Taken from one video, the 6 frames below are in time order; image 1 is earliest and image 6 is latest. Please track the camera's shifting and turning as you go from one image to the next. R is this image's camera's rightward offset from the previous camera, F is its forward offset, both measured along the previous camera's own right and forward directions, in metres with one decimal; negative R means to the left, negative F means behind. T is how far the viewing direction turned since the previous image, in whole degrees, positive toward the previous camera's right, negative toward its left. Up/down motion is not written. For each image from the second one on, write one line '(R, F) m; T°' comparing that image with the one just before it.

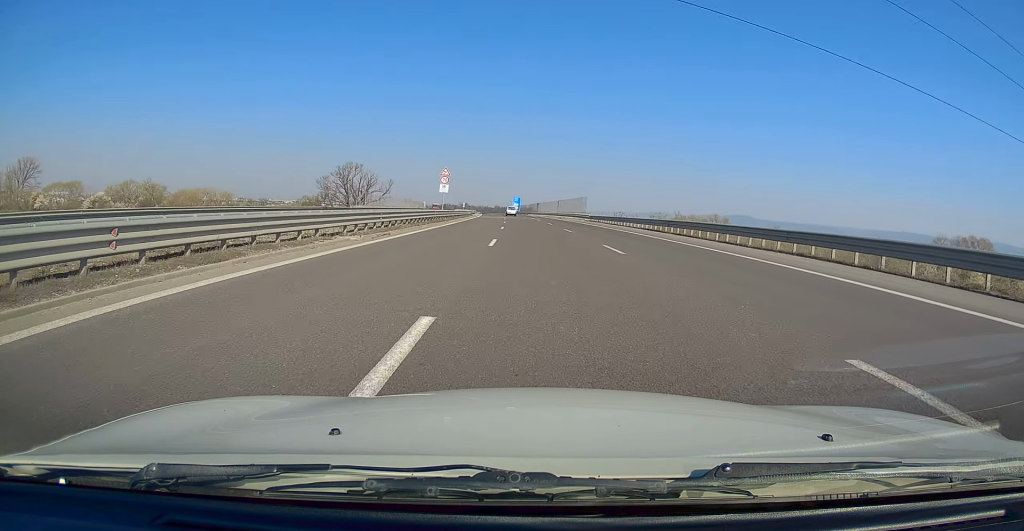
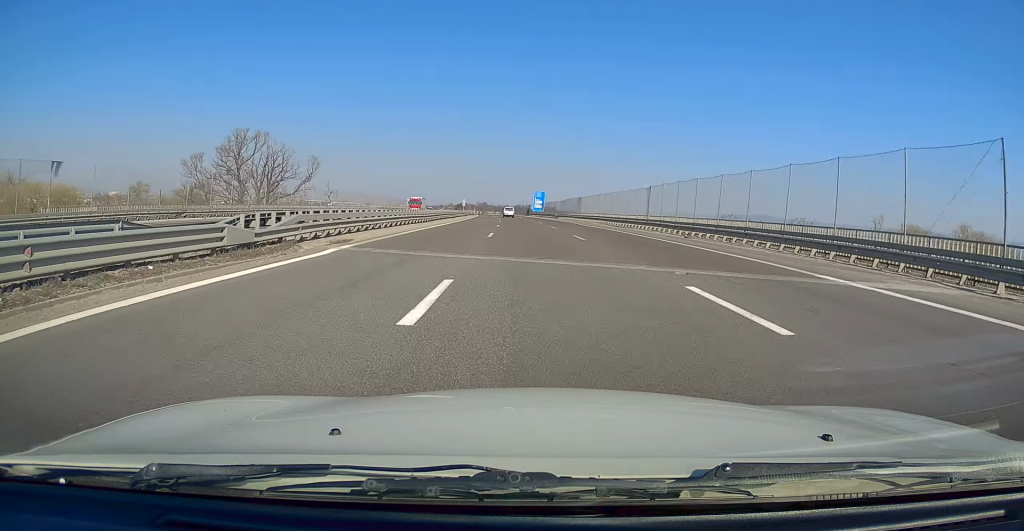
(-1.1, +73.9) m; -2°
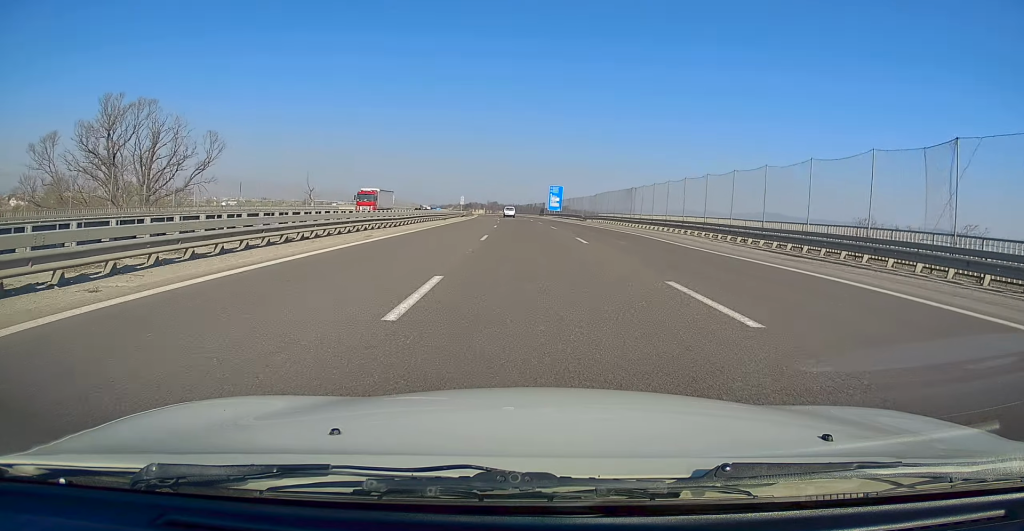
(-0.5, +34.2) m; -1°
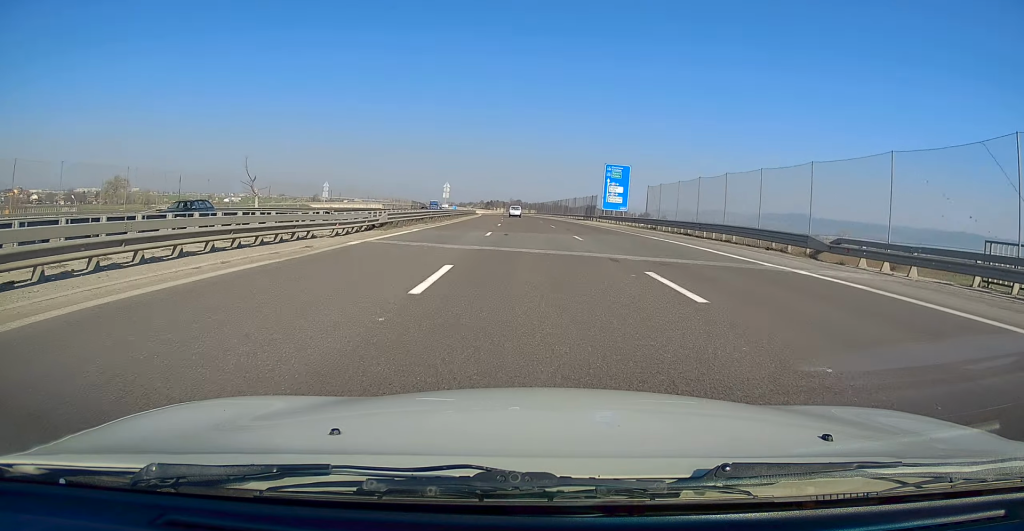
(-0.5, +62.0) m; -2°
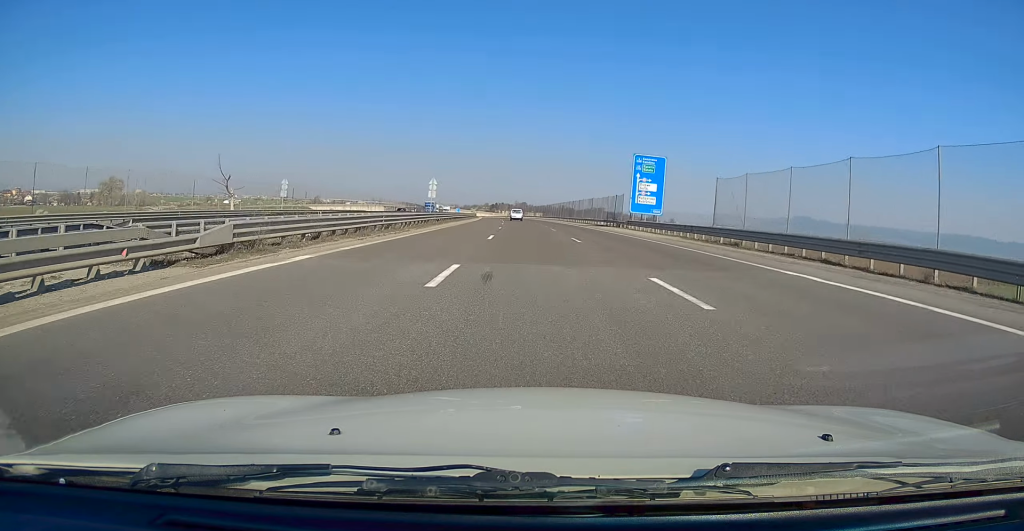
(-0.2, +16.0) m; -1°
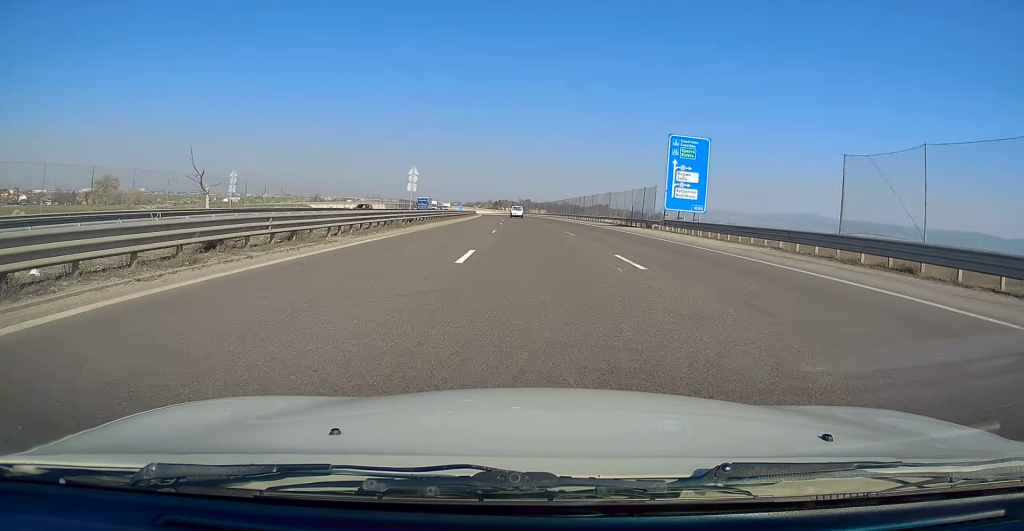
(-0.1, +12.8) m; 0°
